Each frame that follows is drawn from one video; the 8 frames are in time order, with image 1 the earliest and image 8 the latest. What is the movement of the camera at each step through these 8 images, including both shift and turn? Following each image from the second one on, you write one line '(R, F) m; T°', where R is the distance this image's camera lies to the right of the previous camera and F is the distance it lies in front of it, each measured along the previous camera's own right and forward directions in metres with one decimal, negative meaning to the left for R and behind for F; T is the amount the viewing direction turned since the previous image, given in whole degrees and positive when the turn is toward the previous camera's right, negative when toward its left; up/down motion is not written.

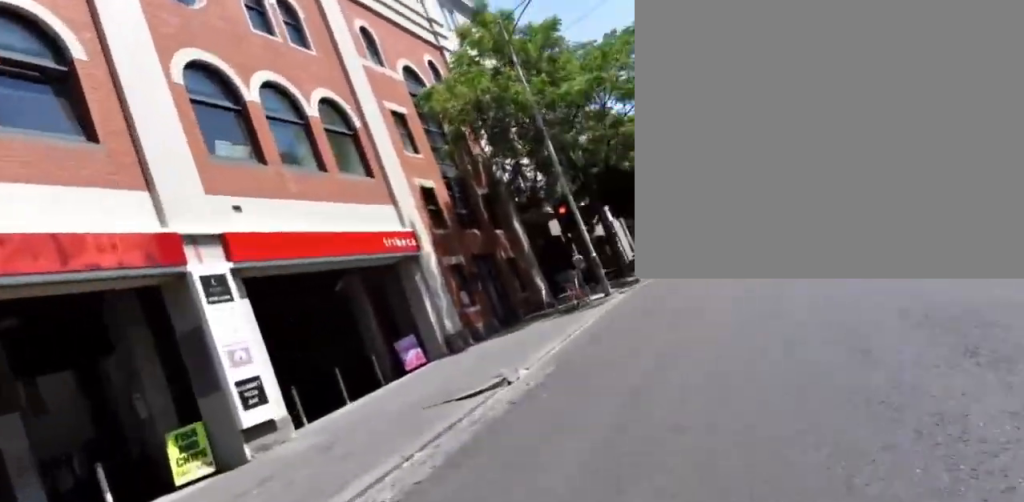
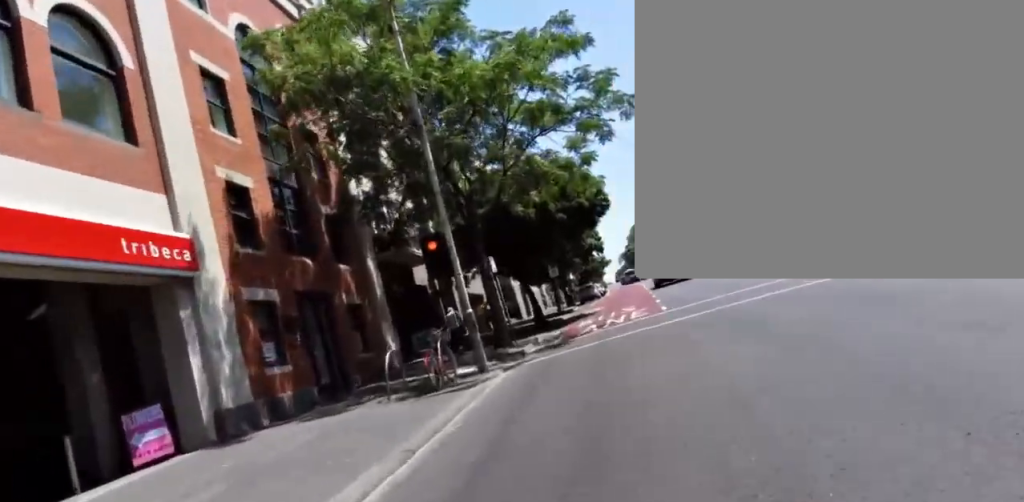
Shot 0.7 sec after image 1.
(+1.0, +5.8) m; +10°
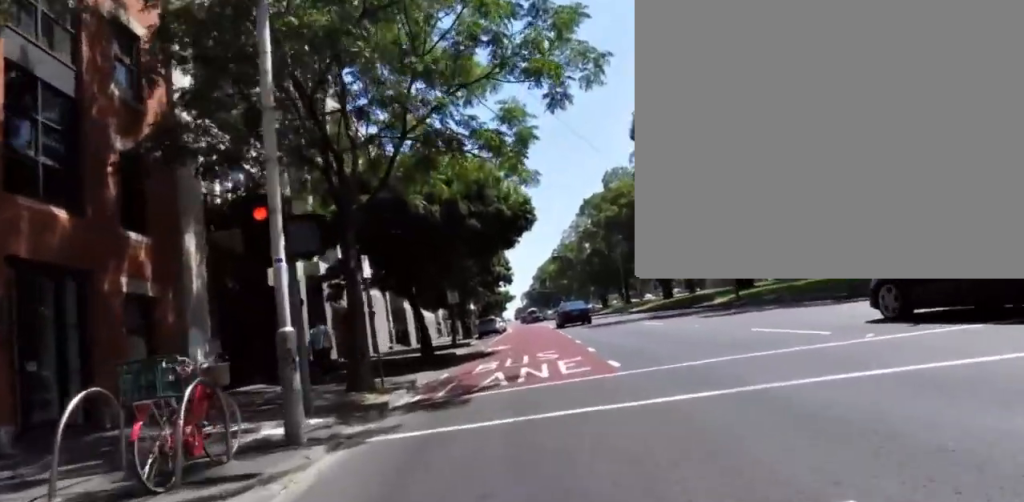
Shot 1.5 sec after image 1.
(-0.1, +5.9) m; +4°
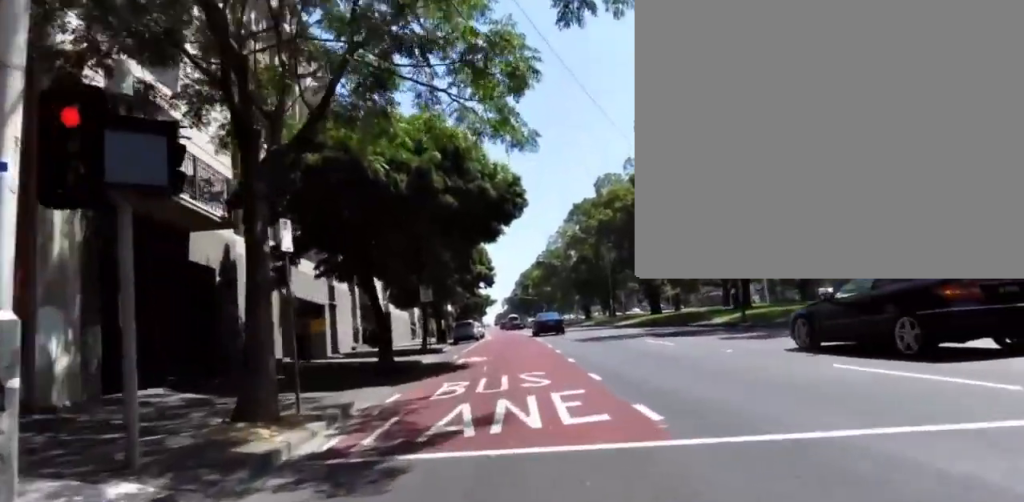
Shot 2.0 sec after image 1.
(+0.3, +3.6) m; +4°
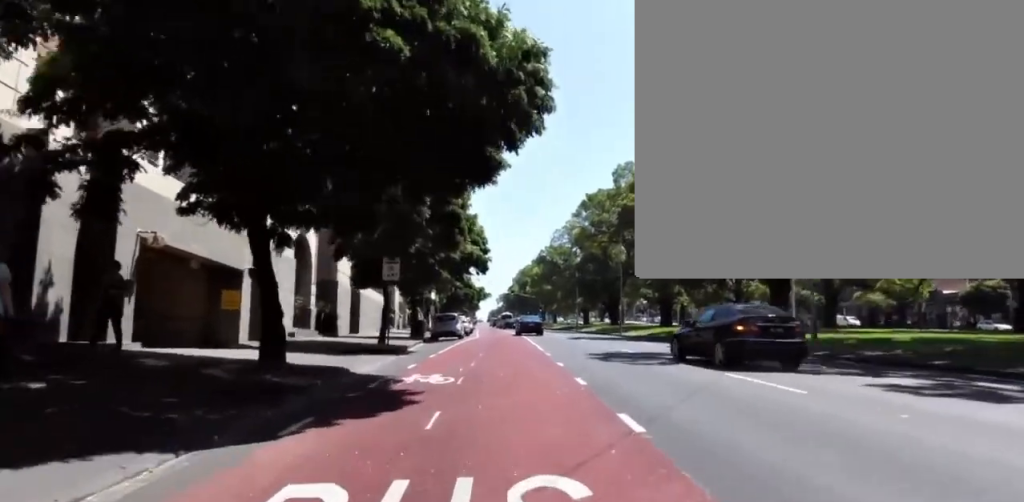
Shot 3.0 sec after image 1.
(+0.6, +7.2) m; +7°
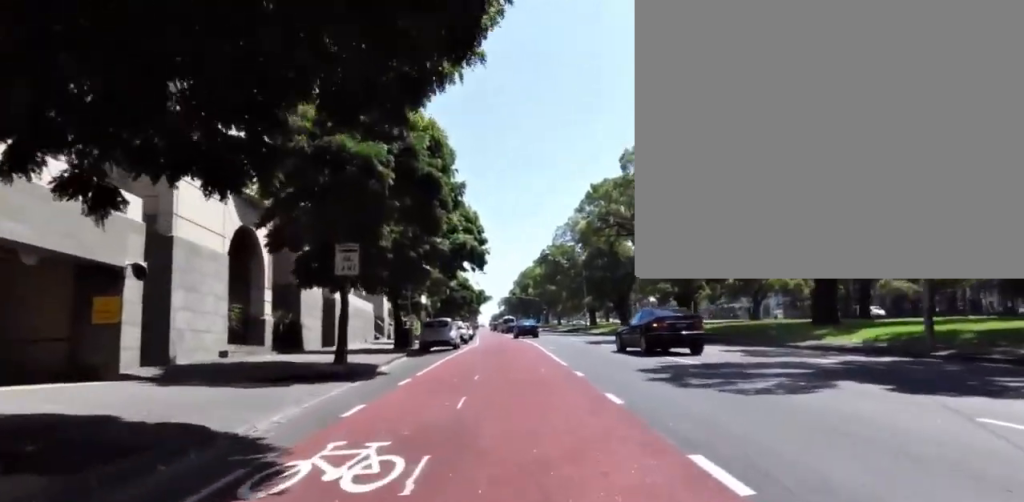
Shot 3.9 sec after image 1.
(+0.1, +5.4) m; +2°
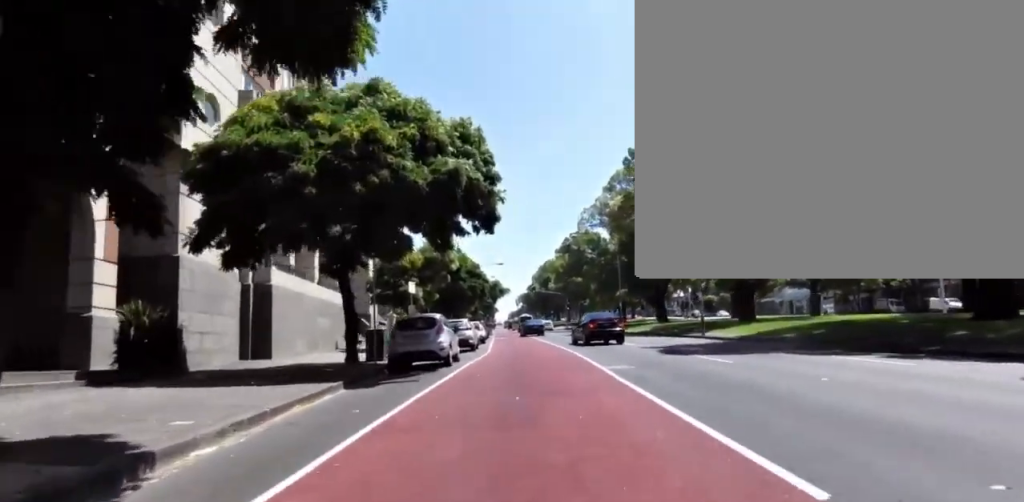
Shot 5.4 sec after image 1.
(-0.3, +10.4) m; -7°
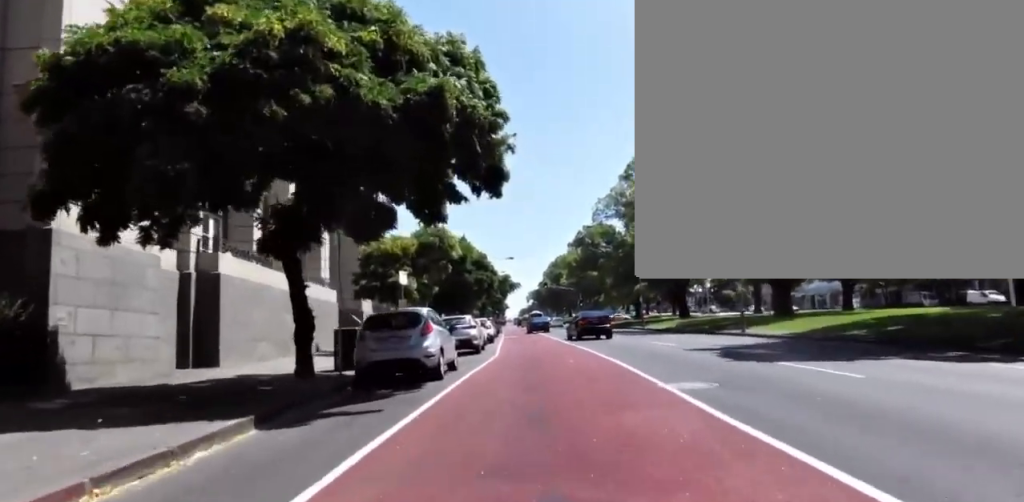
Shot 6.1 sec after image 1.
(-0.1, +4.5) m; -2°
